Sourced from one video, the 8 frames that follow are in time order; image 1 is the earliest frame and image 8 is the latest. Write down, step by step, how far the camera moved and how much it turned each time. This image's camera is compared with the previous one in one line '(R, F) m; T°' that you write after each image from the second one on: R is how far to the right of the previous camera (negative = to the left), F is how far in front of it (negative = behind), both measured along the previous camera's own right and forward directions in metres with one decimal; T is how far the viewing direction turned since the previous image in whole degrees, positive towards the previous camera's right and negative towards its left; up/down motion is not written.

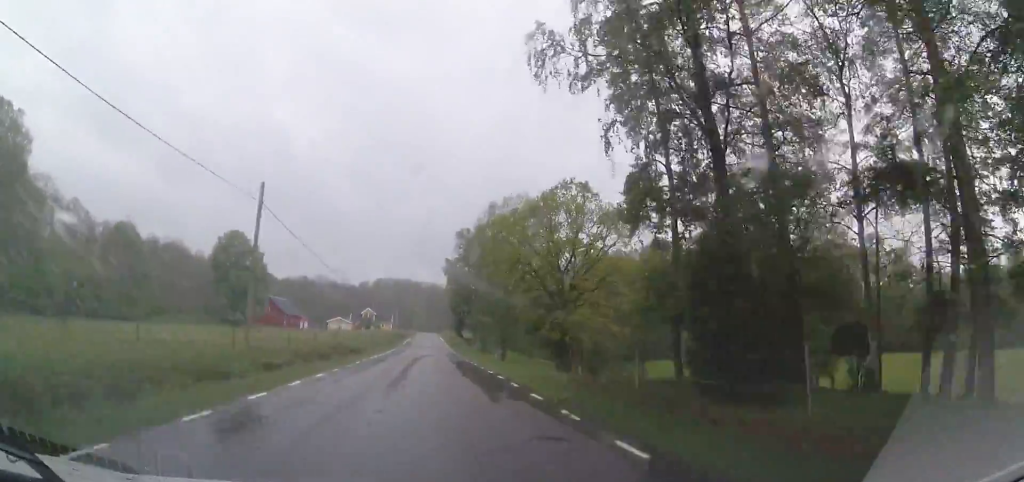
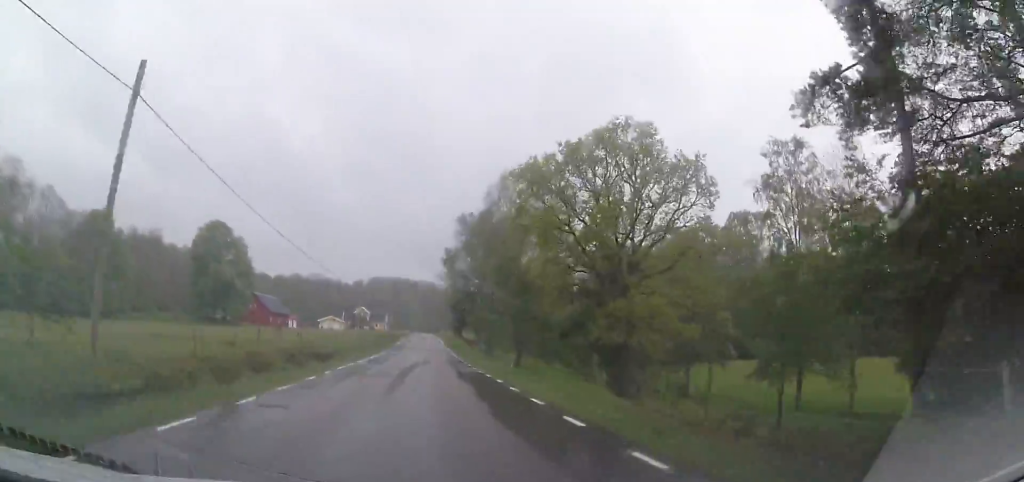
(0.0, +11.3) m; 0°
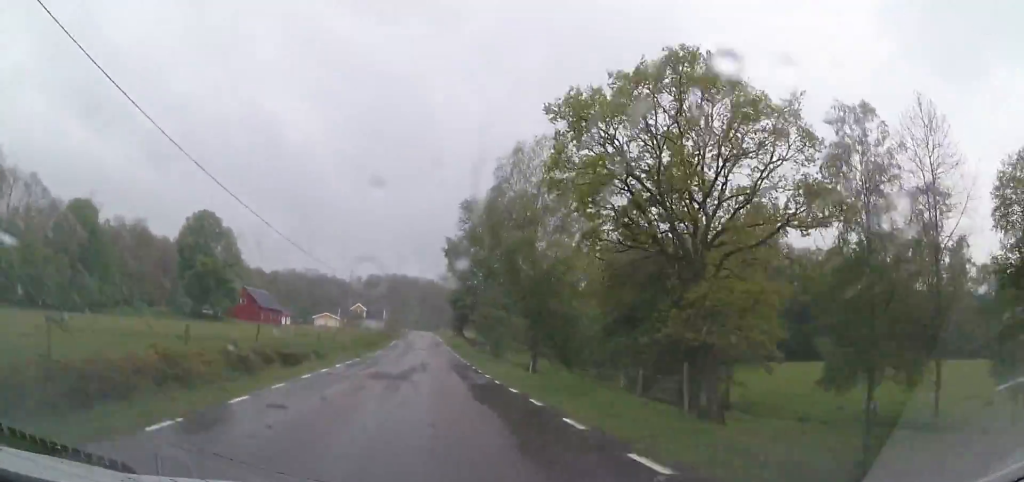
(0.0, +7.0) m; 0°
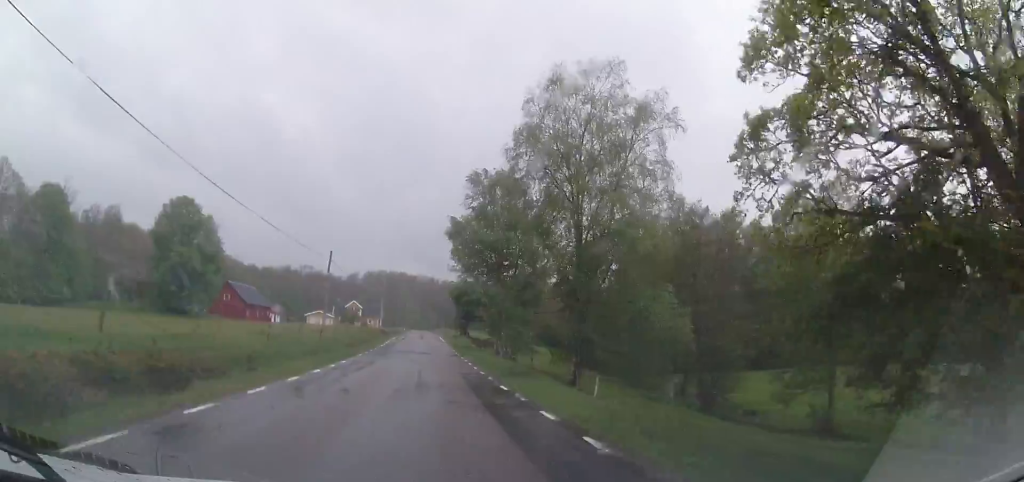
(+0.1, +11.1) m; 0°
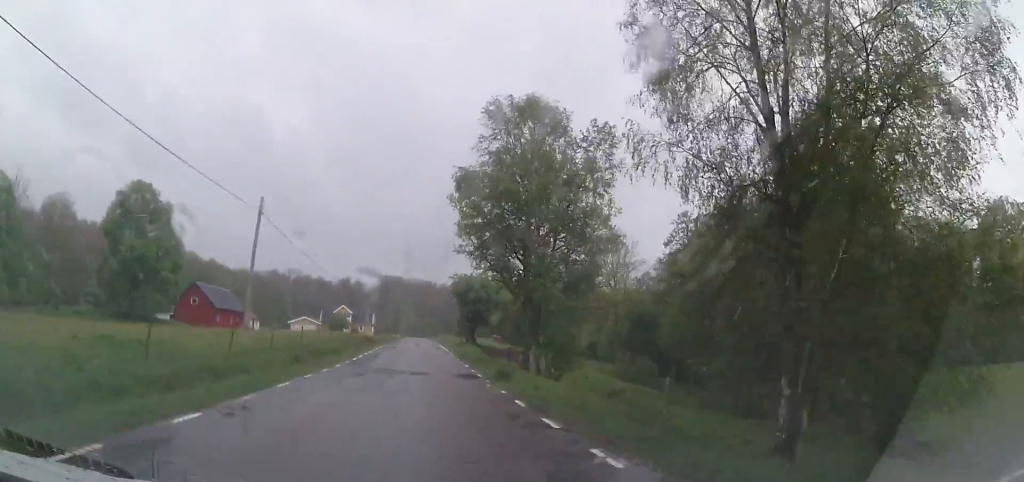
(0.0, +16.0) m; 0°
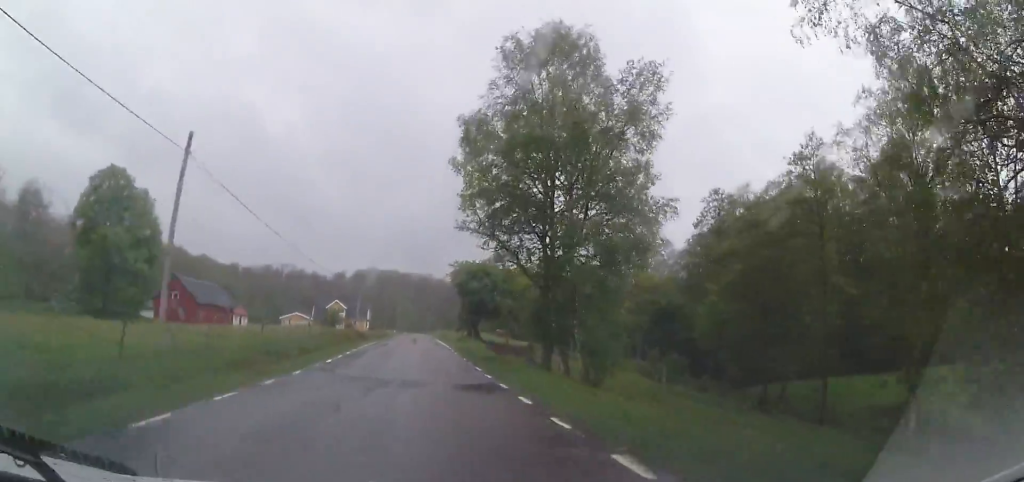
(0.0, +7.2) m; 0°
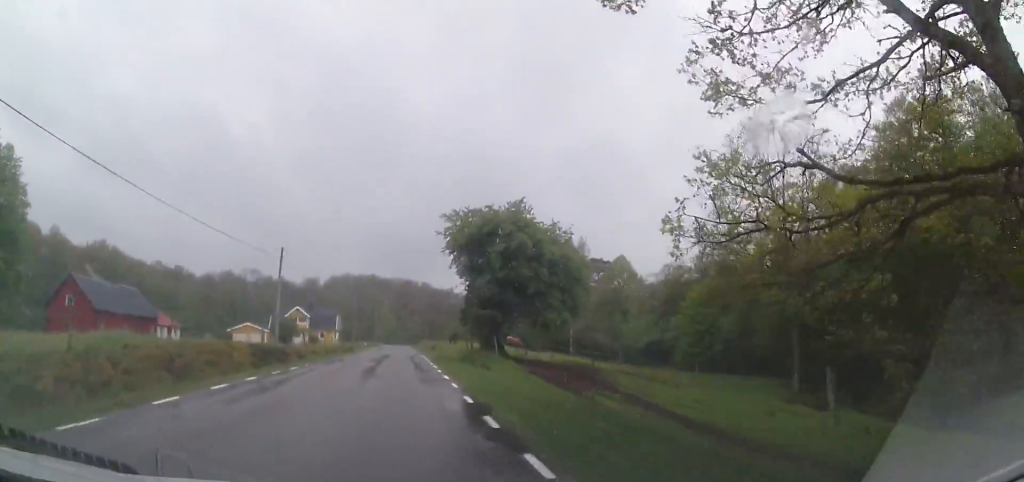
(+0.2, +31.2) m; +2°
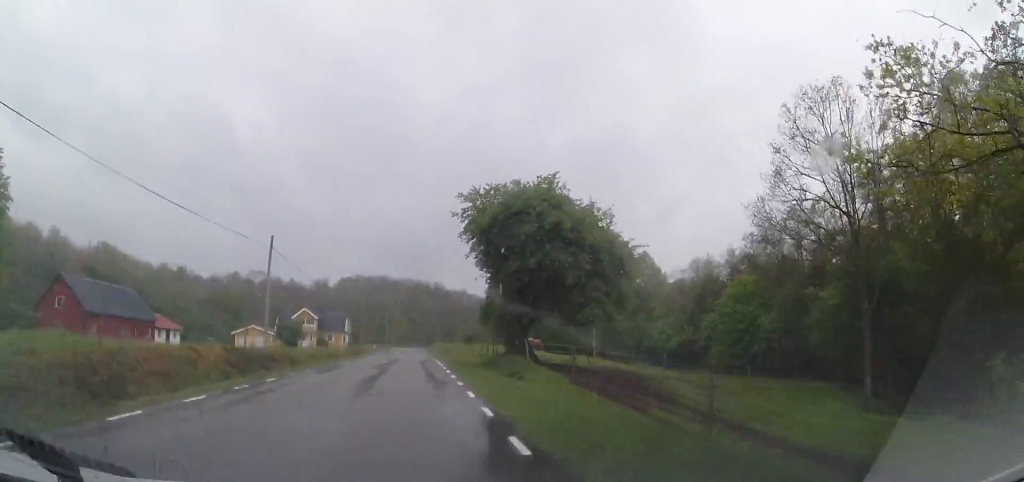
(+0.2, +5.6) m; +1°
